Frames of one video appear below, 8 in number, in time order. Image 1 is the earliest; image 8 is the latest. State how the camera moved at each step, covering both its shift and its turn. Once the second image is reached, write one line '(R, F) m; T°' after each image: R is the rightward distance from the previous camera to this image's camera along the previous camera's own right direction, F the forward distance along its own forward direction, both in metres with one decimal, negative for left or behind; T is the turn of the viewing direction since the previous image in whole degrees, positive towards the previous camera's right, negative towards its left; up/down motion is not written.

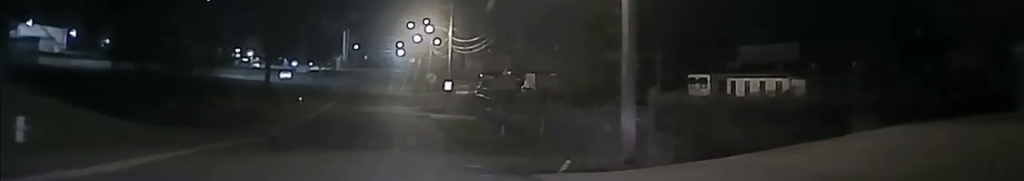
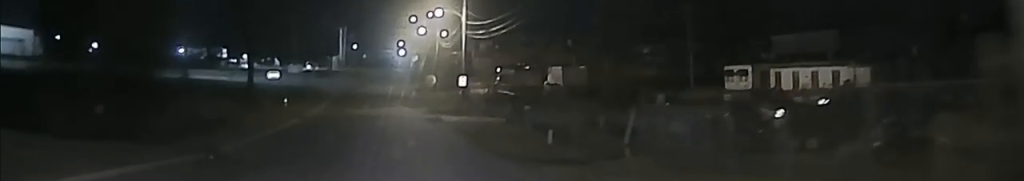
(+0.2, +14.5) m; 0°
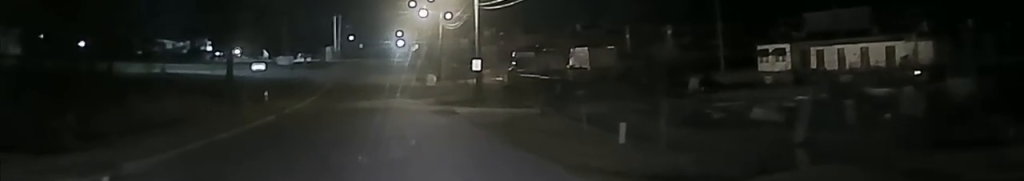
(-0.1, +11.1) m; -1°
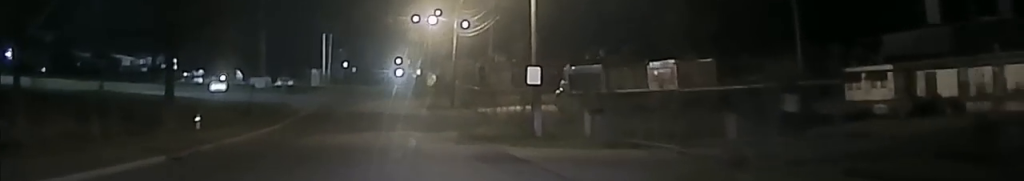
(0.0, +20.8) m; 0°
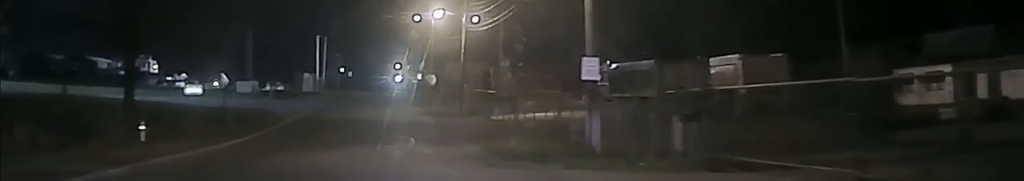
(-0.1, +8.6) m; 0°
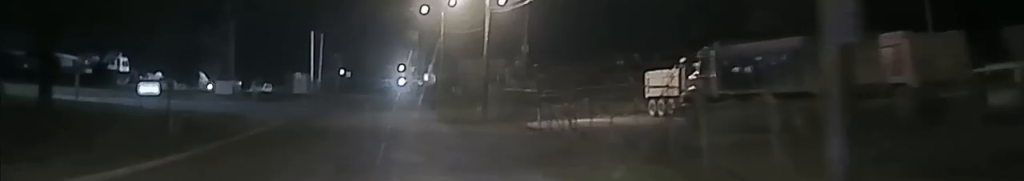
(0.0, +12.3) m; +1°
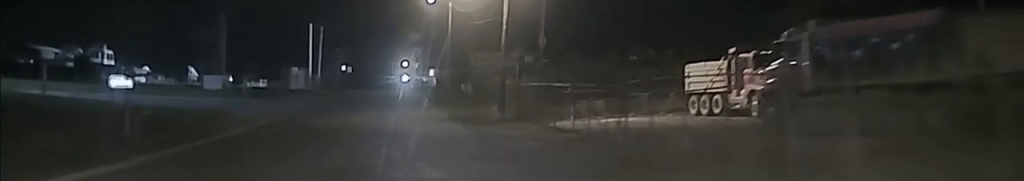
(0.0, +5.9) m; +1°
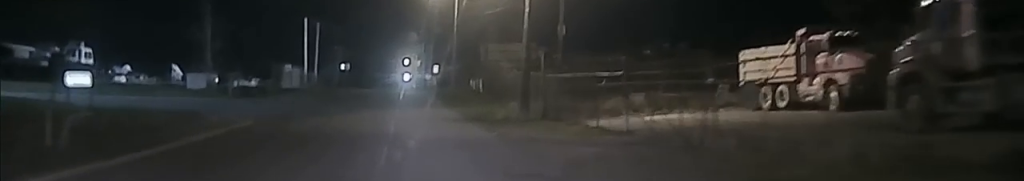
(+0.1, +7.4) m; +1°
